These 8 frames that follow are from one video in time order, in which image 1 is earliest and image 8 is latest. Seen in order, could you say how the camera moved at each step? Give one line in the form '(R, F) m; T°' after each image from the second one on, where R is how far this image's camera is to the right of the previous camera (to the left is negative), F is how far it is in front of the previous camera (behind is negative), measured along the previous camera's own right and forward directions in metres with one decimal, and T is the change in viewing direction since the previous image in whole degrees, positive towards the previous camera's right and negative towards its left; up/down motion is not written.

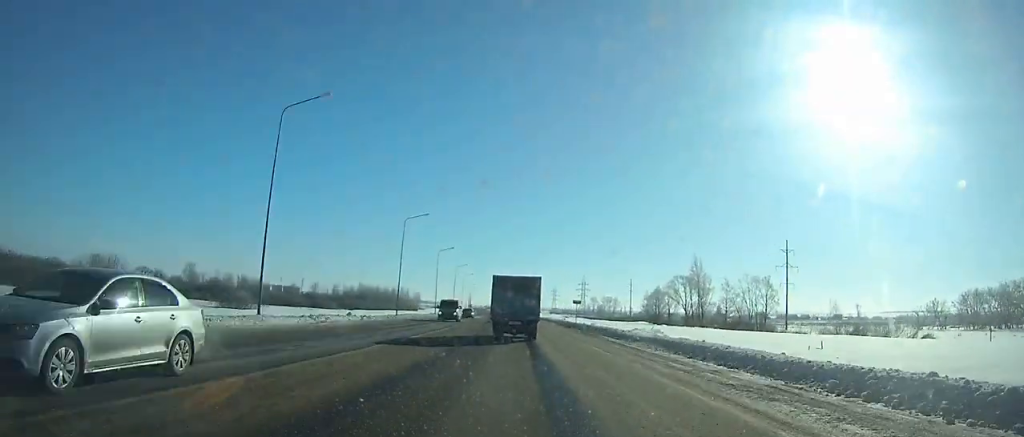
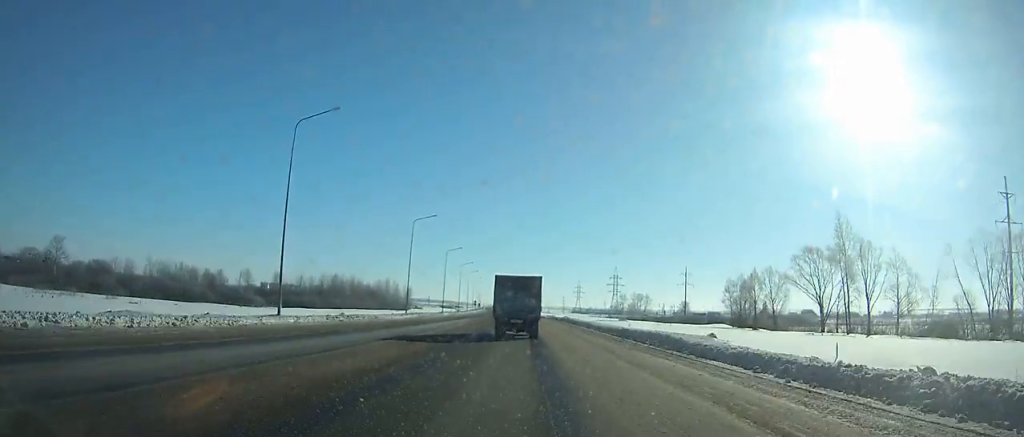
(-0.7, +62.1) m; -1°
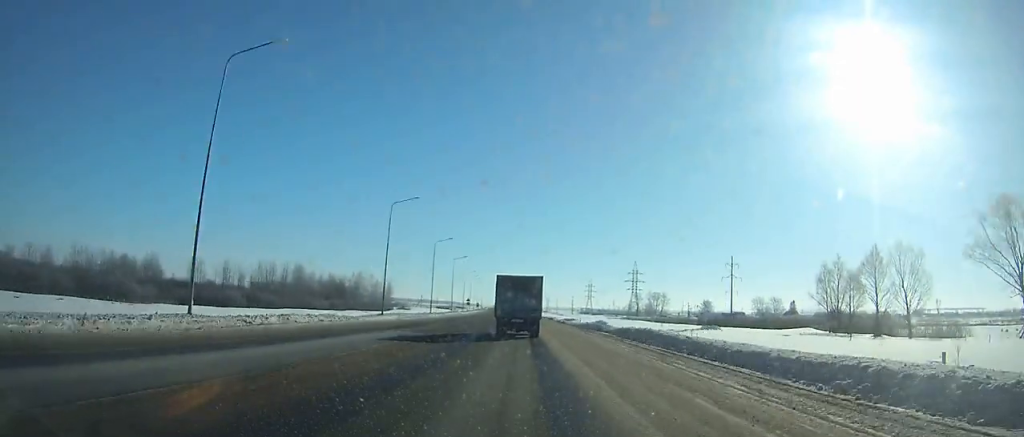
(-0.2, +41.8) m; -1°
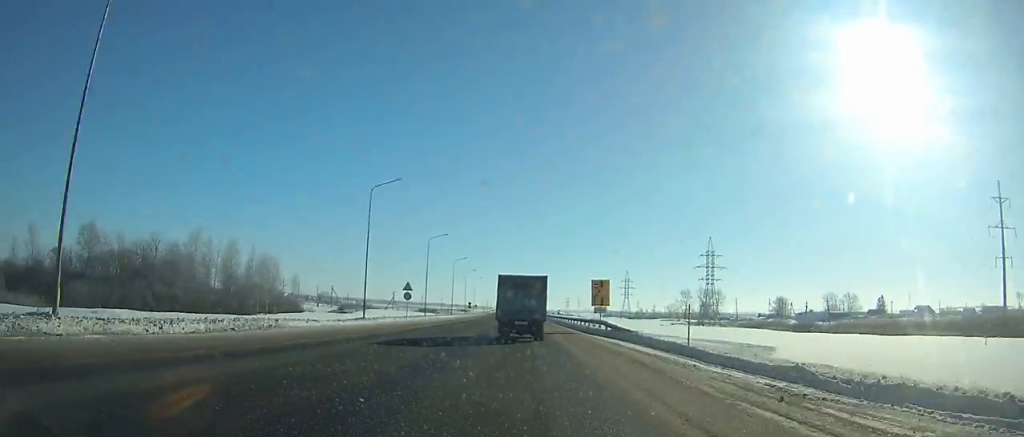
(-1.5, +101.0) m; -1°
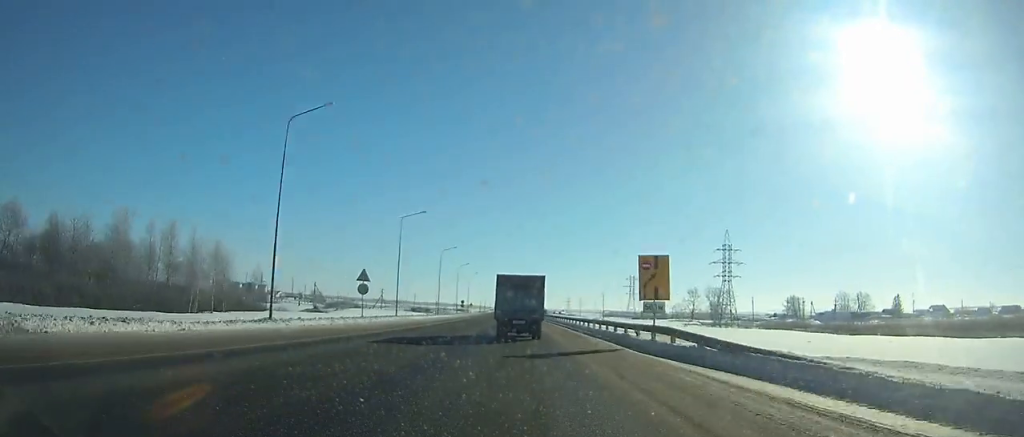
(0.0, +17.8) m; 0°
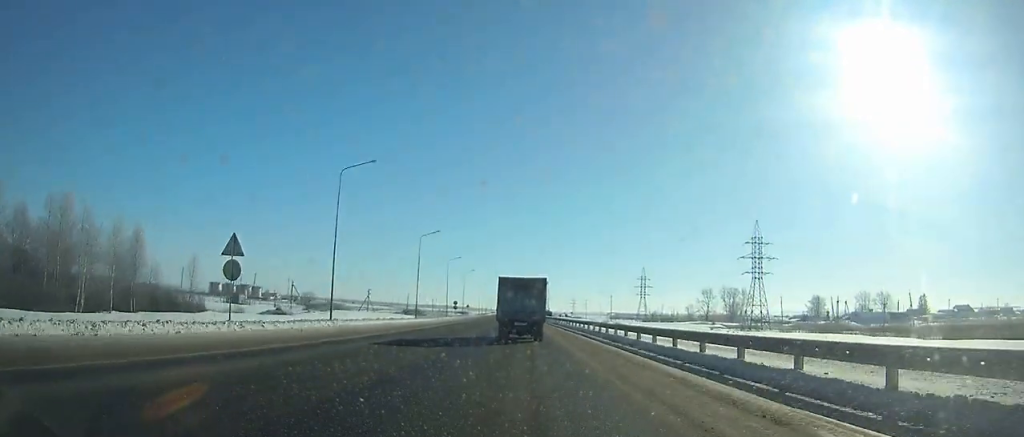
(-0.1, +22.1) m; 0°
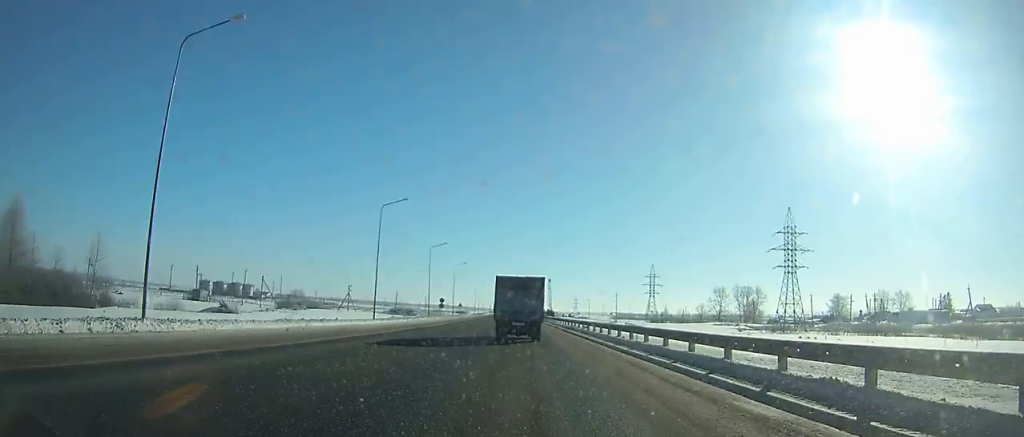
(0.0, +20.6) m; 0°
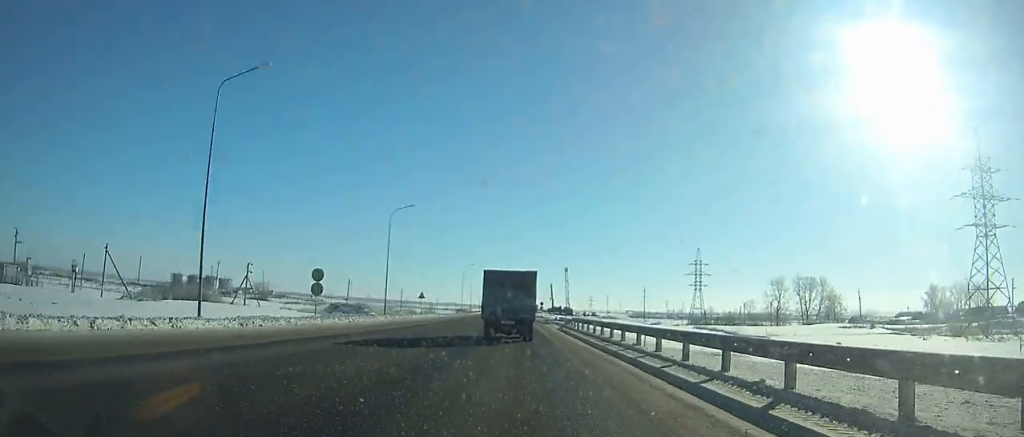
(-0.4, +63.6) m; -1°
